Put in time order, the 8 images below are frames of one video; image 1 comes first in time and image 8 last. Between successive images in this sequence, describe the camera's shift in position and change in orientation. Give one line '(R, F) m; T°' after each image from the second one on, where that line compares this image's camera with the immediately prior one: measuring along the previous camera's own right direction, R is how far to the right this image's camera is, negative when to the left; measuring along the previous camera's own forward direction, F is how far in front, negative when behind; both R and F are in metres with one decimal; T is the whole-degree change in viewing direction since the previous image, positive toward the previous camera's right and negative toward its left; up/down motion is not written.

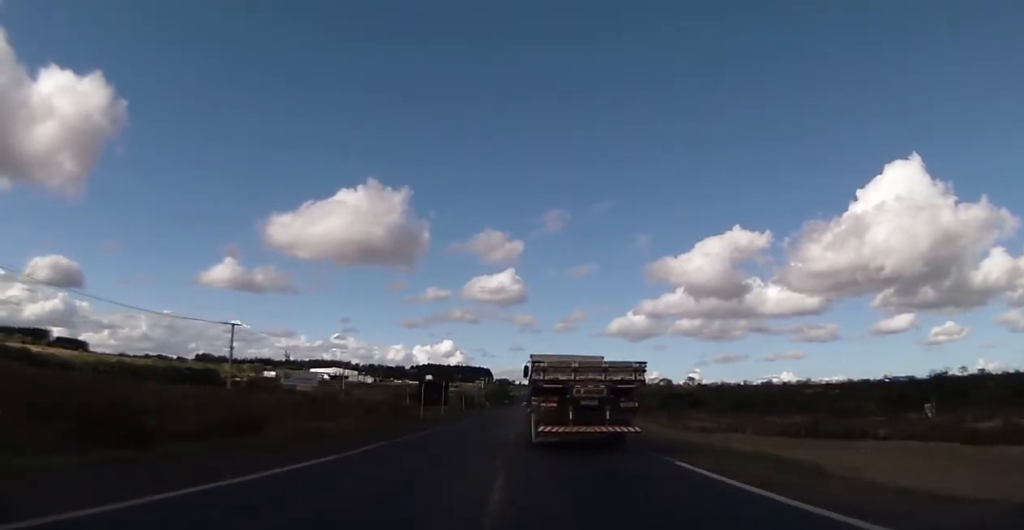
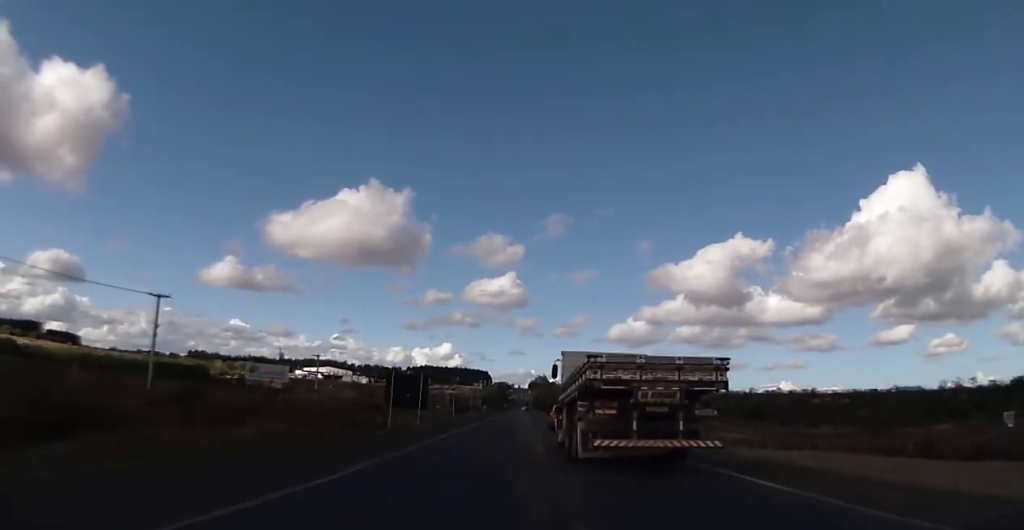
(-0.3, +20.5) m; 0°
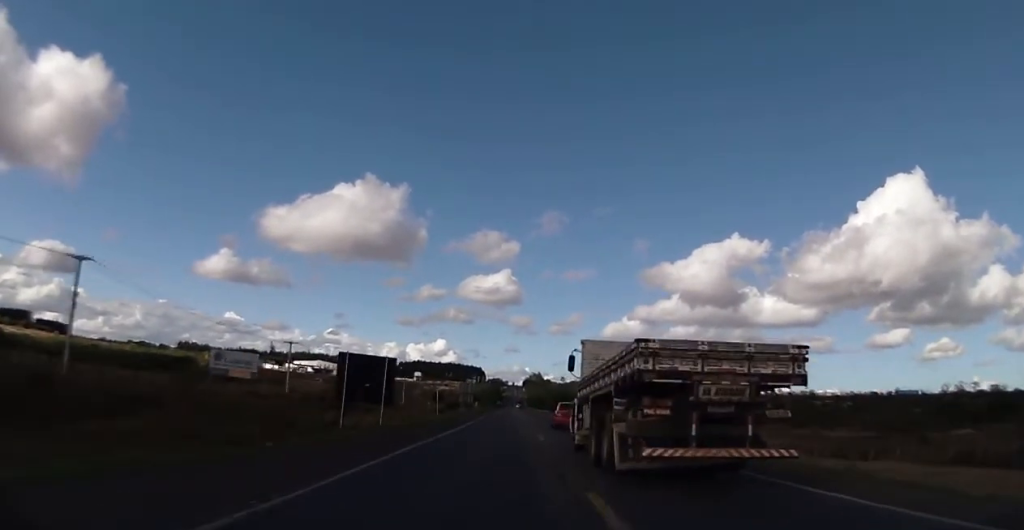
(+0.1, +13.7) m; 0°
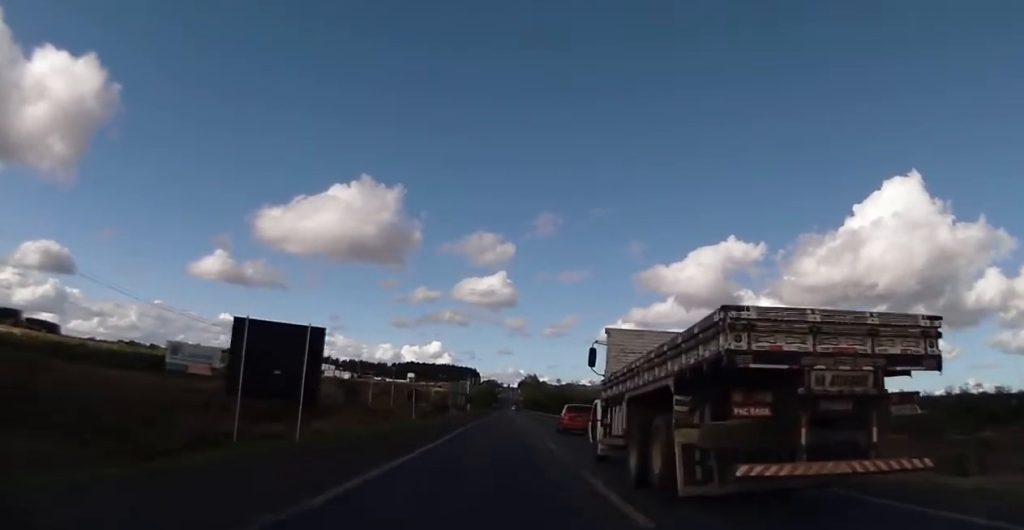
(+0.2, +14.0) m; 0°
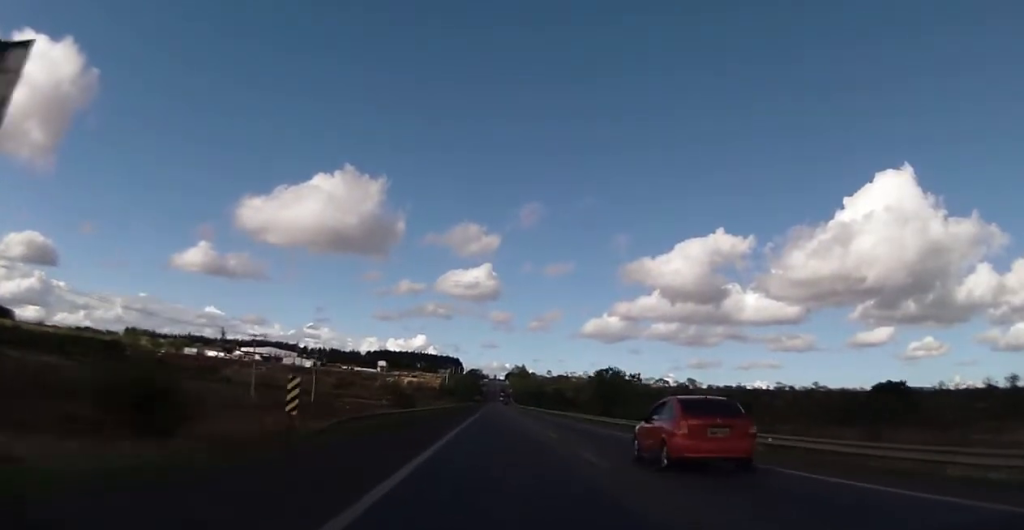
(+0.3, +79.5) m; +1°
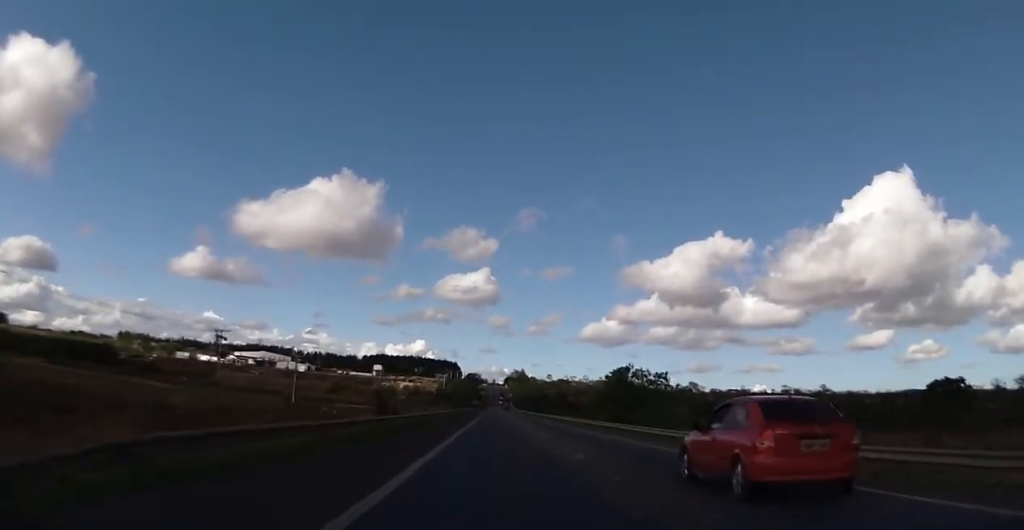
(0.0, +12.9) m; 0°
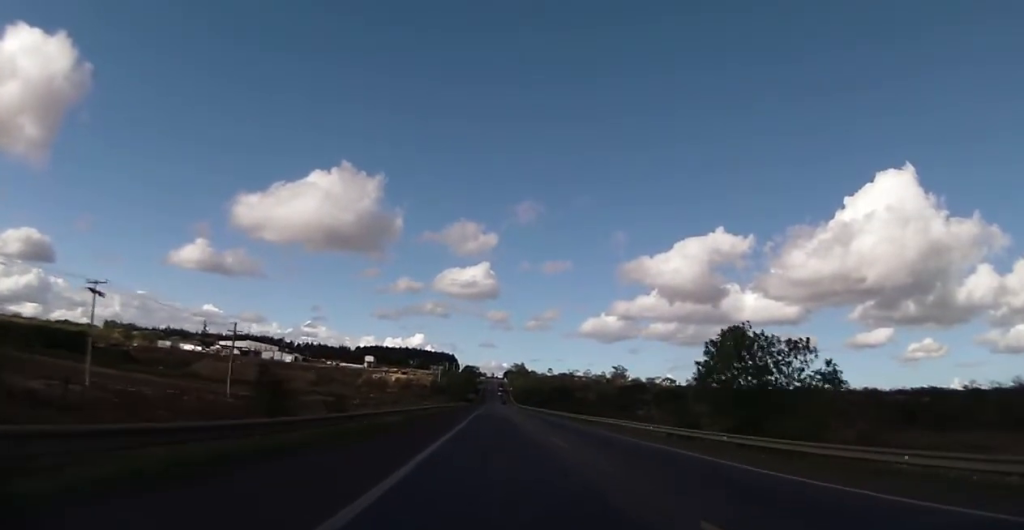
(+0.1, +30.9) m; 0°
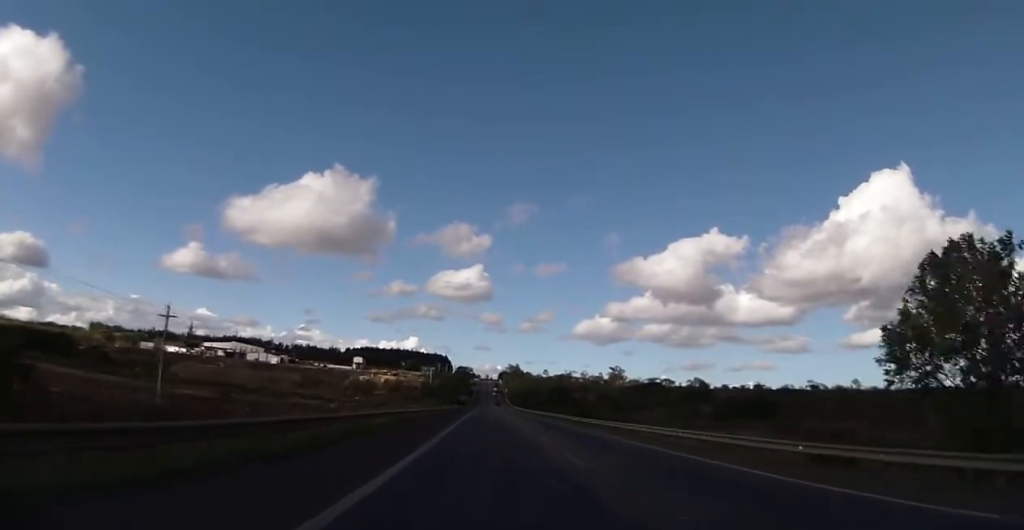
(0.0, +19.1) m; 0°
